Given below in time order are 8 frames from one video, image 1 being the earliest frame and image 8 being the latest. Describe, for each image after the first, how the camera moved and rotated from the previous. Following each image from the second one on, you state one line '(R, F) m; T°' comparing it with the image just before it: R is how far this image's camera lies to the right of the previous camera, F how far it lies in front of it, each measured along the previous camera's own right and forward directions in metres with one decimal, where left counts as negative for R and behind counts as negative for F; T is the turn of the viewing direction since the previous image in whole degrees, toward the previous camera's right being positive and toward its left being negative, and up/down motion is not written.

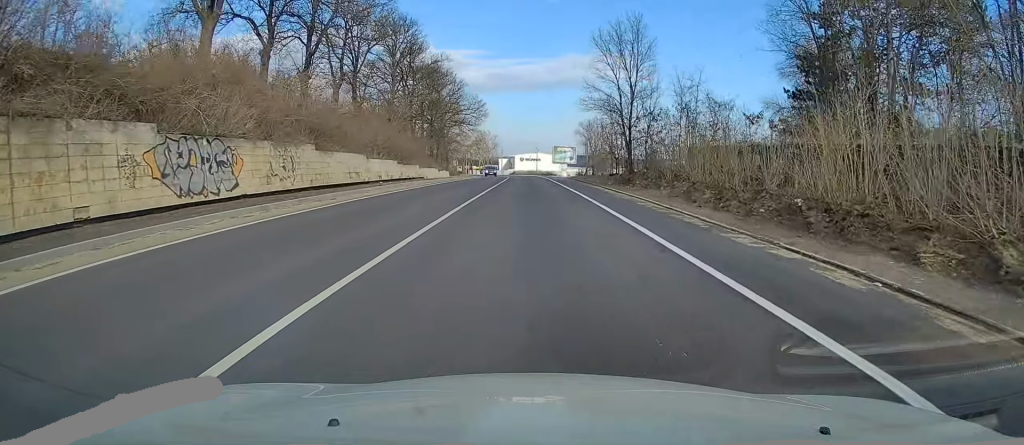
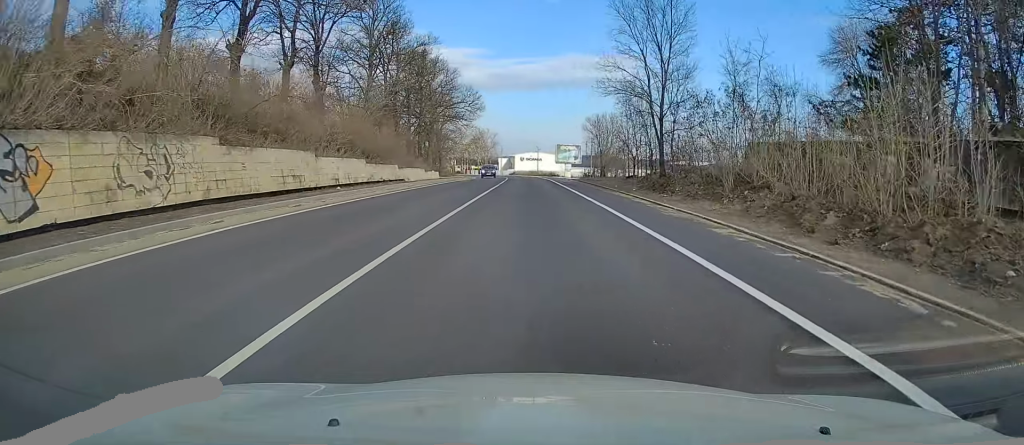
(-0.1, +9.5) m; 0°
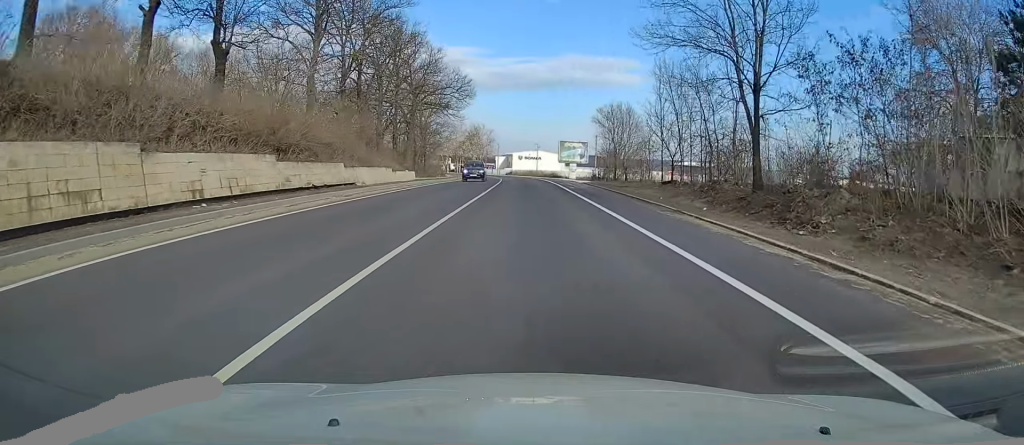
(-0.1, +13.6) m; -1°
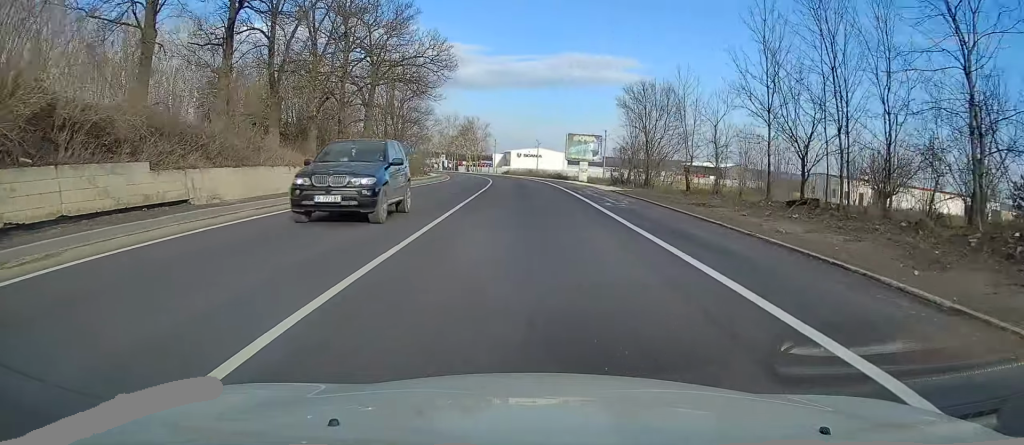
(-0.1, +17.8) m; 0°
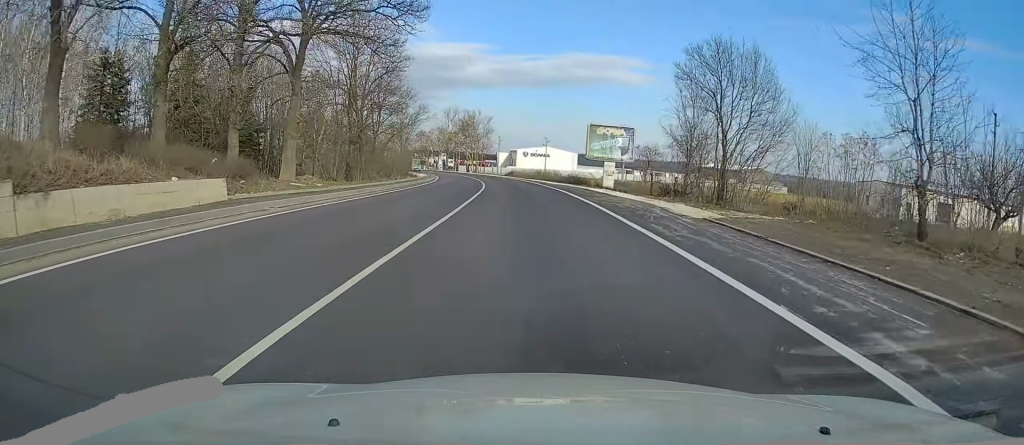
(0.0, +17.3) m; 0°
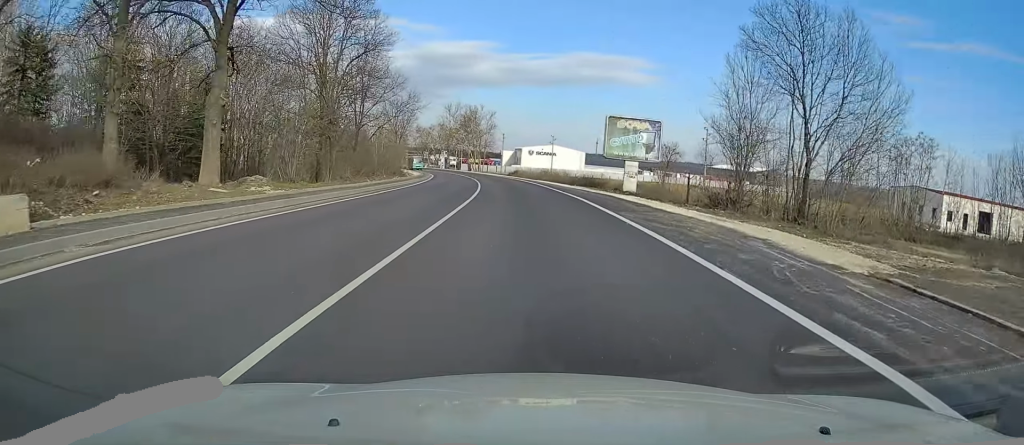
(0.0, +9.0) m; 0°
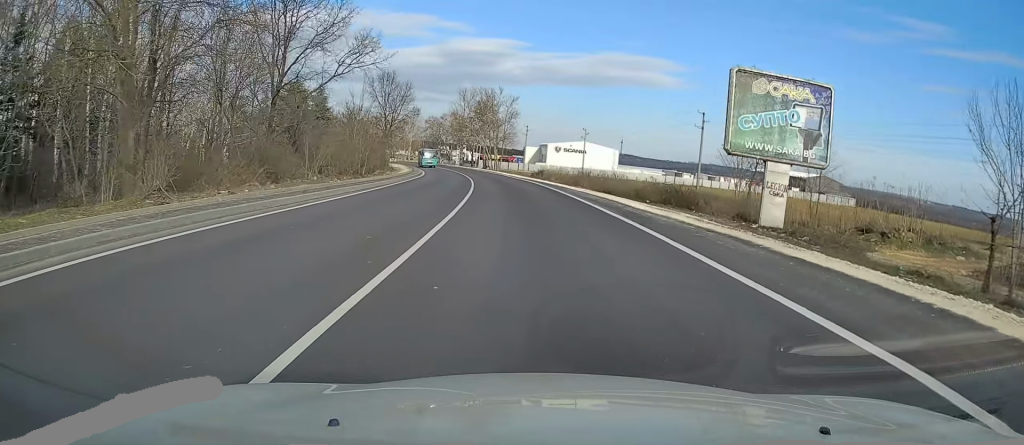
(-0.3, +24.2) m; -2°
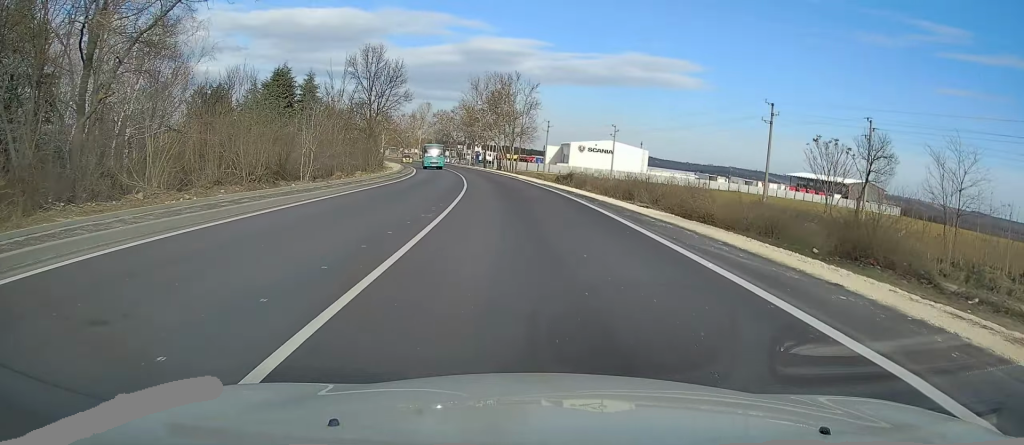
(-0.4, +17.1) m; -2°
